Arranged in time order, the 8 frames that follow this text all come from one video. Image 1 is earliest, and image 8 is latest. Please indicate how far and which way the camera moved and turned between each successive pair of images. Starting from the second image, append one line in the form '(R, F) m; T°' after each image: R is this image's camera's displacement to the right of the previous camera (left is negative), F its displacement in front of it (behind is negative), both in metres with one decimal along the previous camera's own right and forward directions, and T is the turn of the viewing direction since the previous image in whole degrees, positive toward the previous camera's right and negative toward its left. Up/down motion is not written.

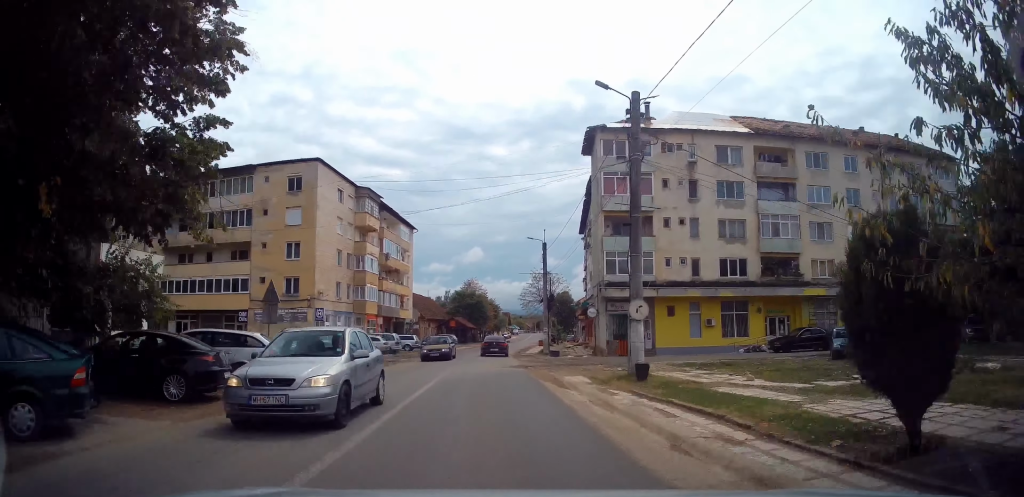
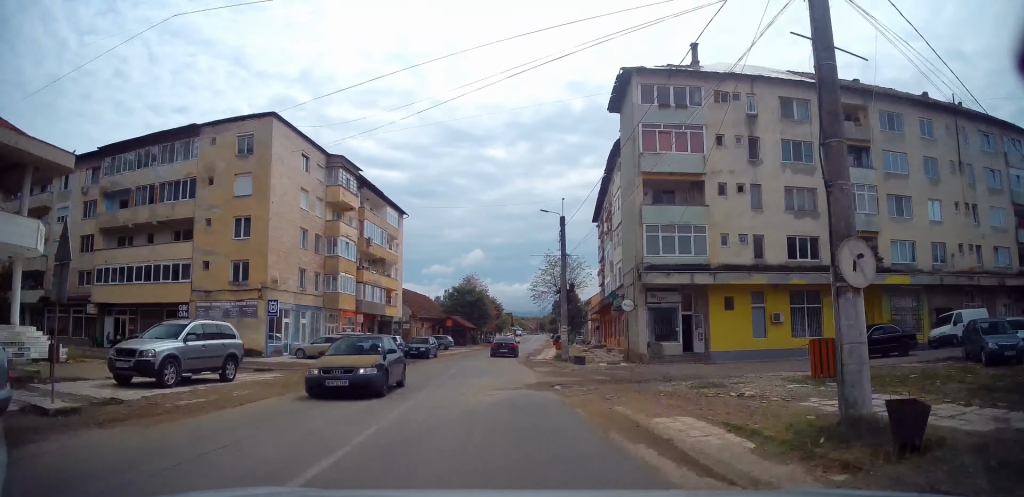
(0.0, +9.7) m; +1°
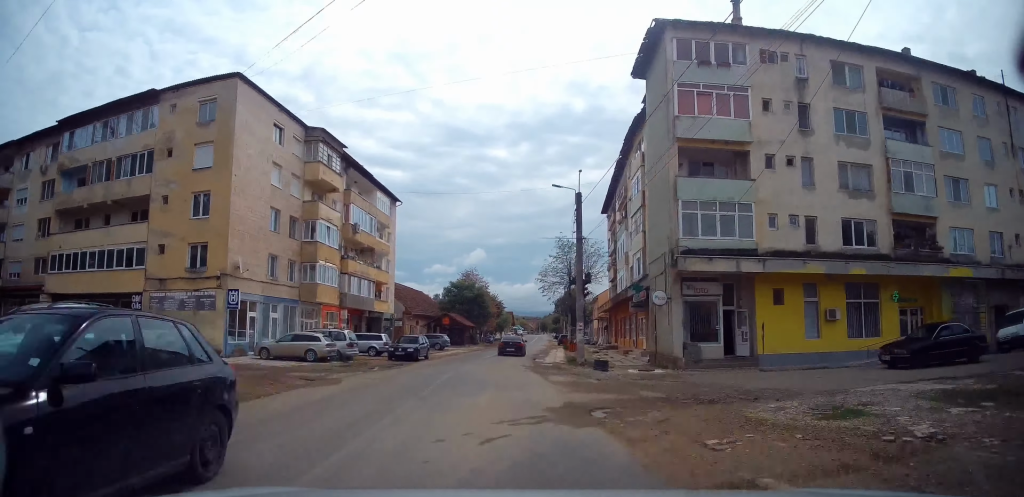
(+0.2, +5.4) m; +1°
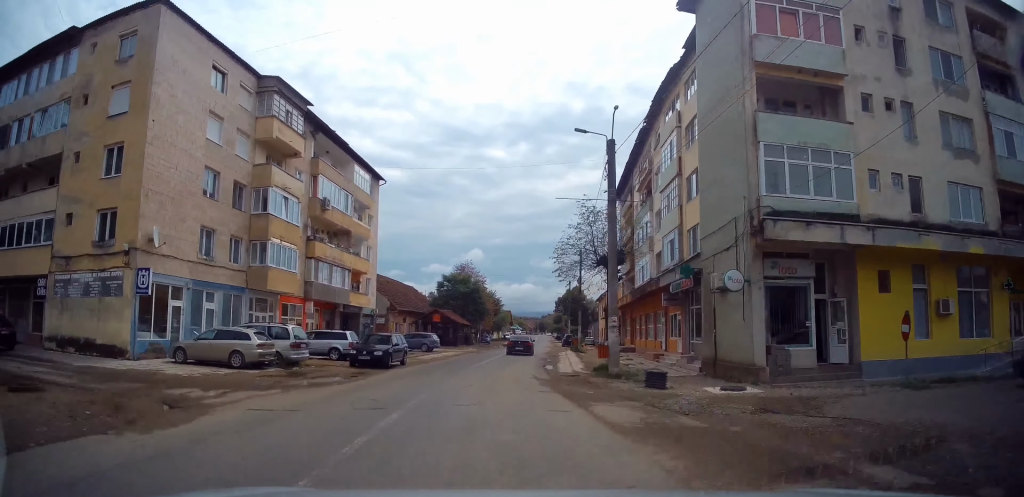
(0.0, +7.8) m; 0°
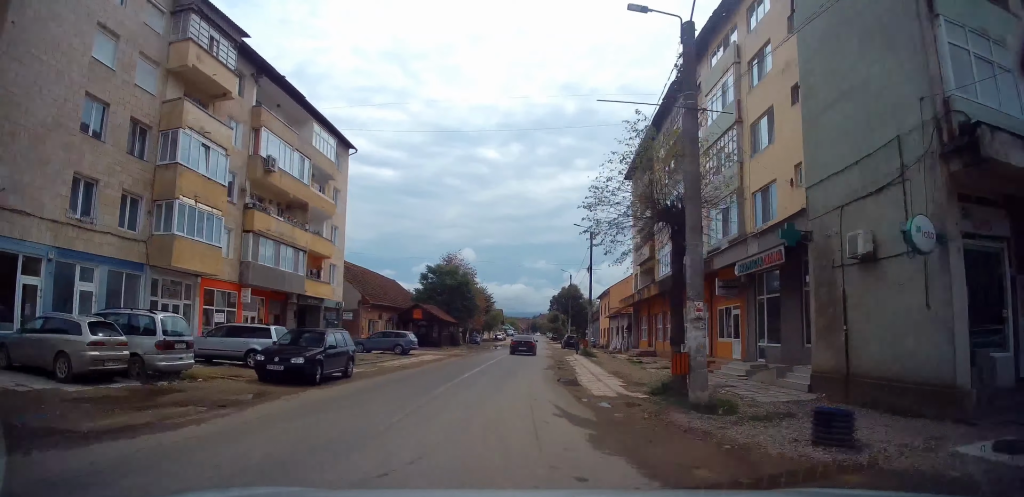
(-0.1, +8.3) m; 0°
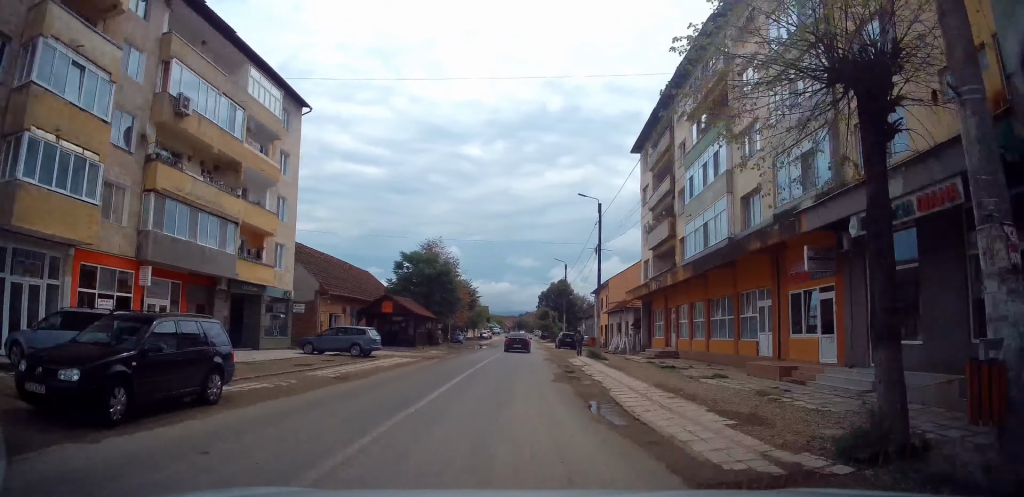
(+0.1, +7.6) m; +2°
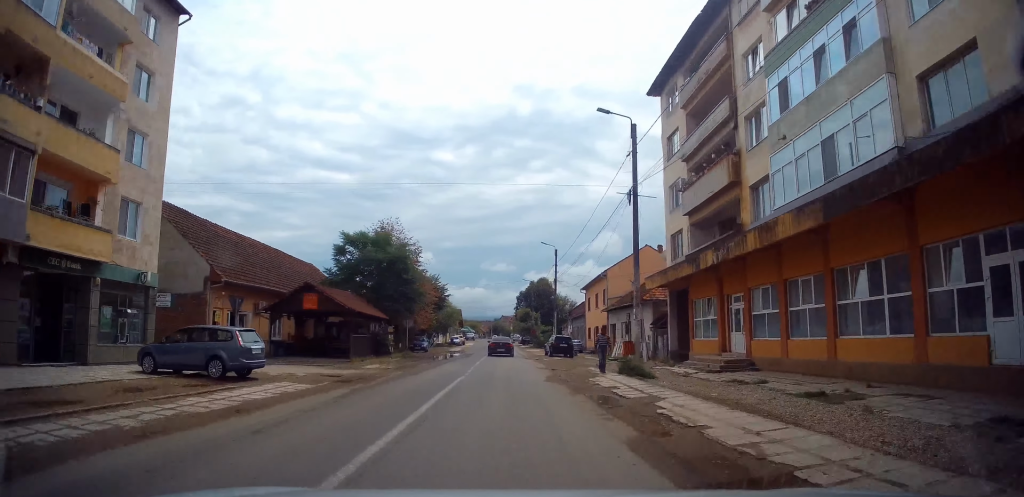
(+0.3, +12.2) m; +2°
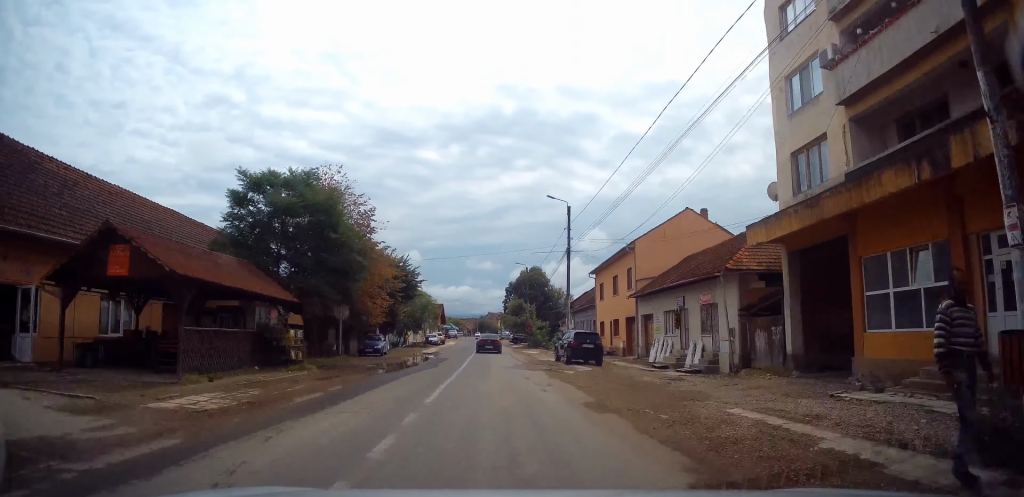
(+0.4, +14.6) m; 0°
